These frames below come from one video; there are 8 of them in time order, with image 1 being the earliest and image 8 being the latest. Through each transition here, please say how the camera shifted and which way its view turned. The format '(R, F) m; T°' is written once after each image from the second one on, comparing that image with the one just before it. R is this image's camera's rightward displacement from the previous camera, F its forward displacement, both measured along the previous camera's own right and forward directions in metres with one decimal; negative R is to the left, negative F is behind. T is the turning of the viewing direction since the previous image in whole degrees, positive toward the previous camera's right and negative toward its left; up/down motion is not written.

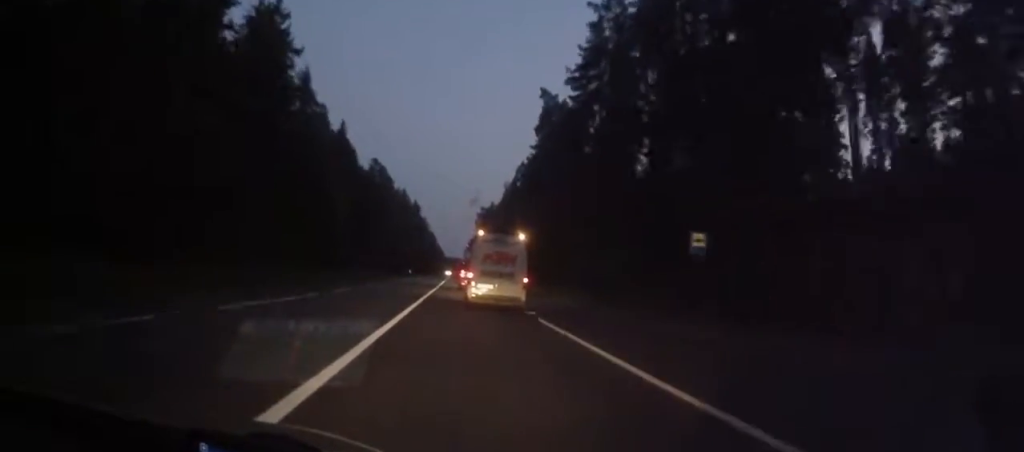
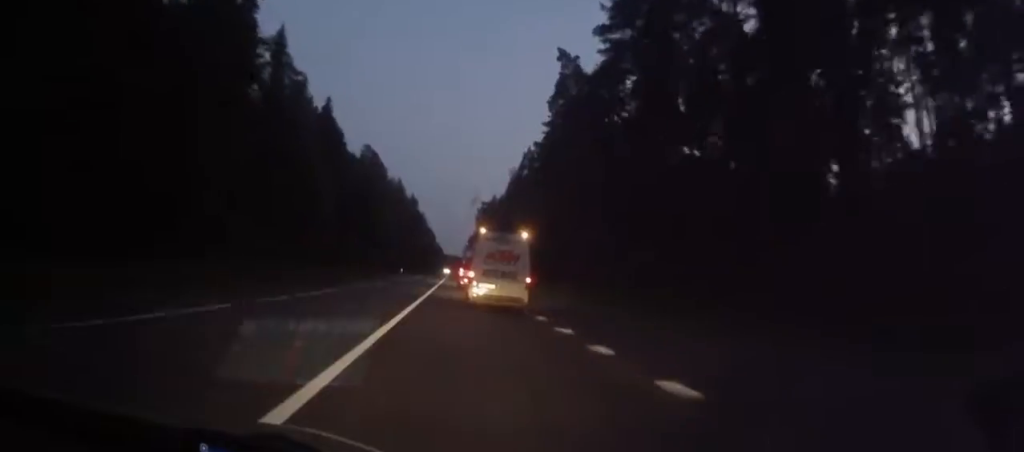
(-0.1, +14.5) m; 0°
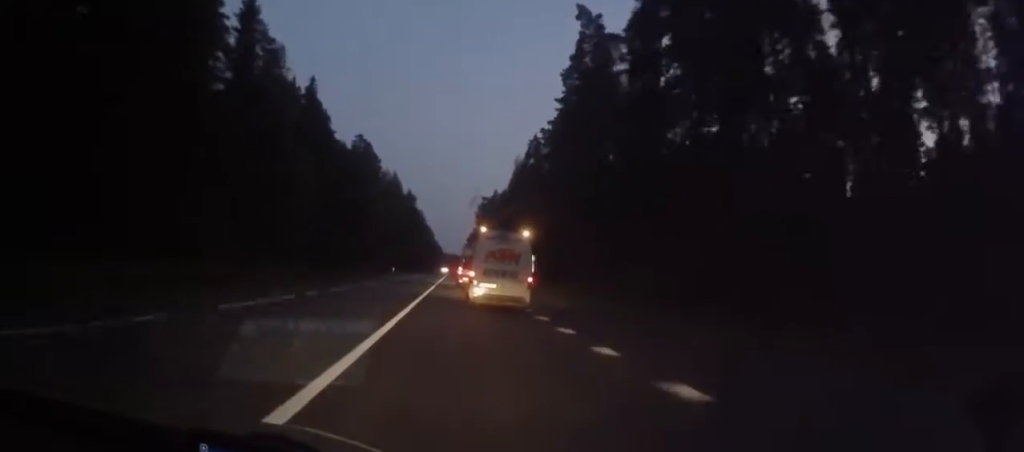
(-0.2, +12.0) m; 0°
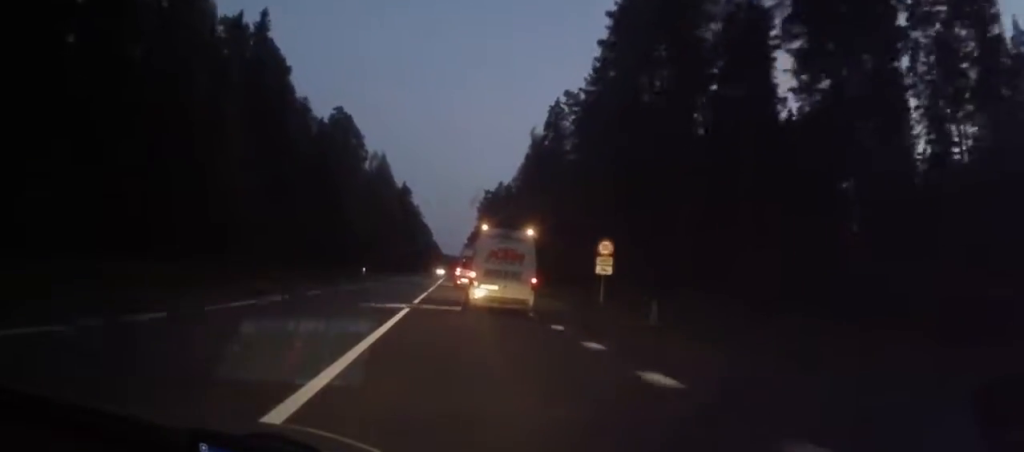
(+0.5, +26.6) m; +2°
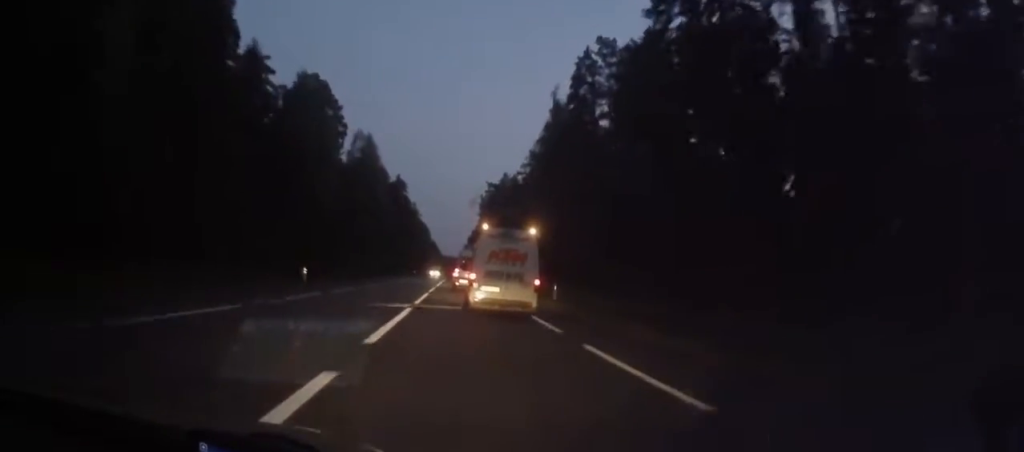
(+0.1, +22.9) m; 0°
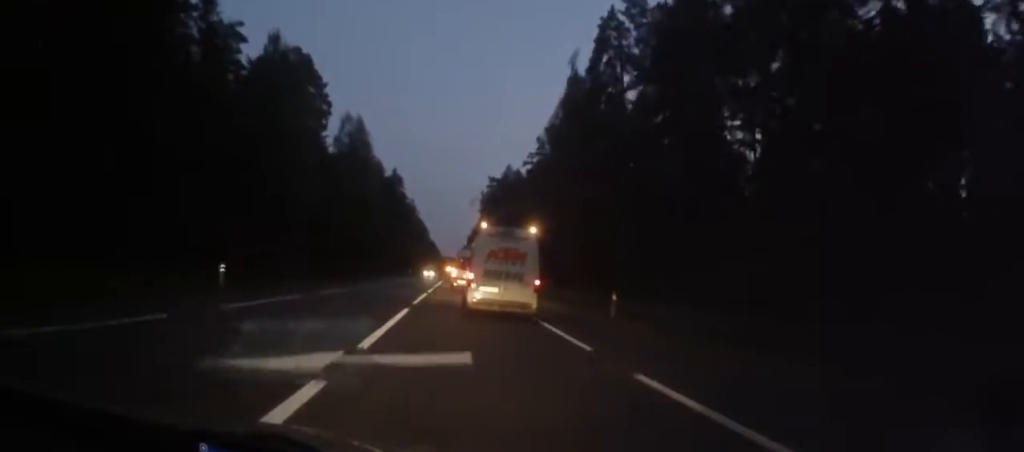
(0.0, +12.2) m; -1°
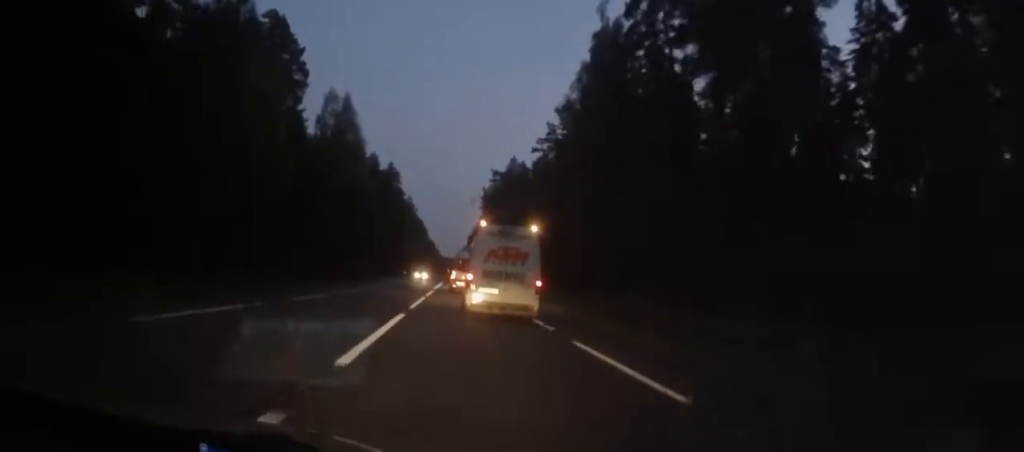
(+0.1, +13.0) m; -1°
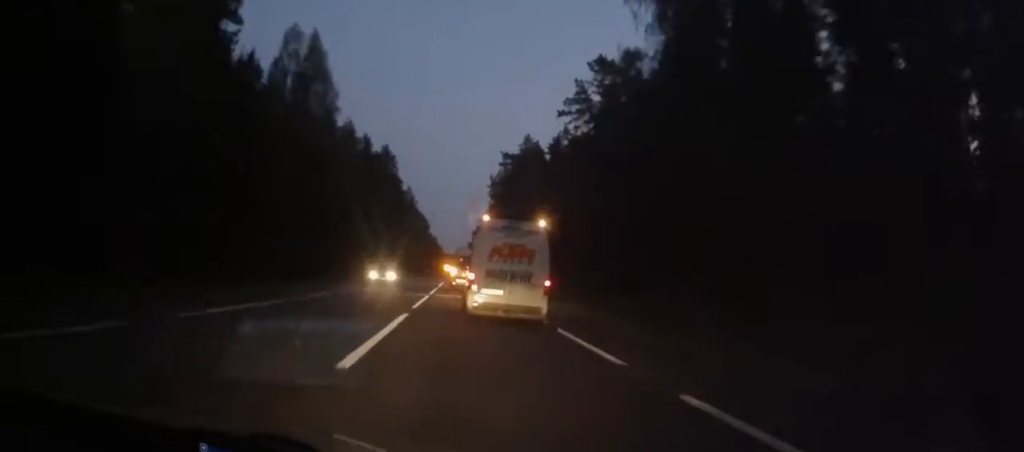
(-0.5, +22.8) m; -1°
